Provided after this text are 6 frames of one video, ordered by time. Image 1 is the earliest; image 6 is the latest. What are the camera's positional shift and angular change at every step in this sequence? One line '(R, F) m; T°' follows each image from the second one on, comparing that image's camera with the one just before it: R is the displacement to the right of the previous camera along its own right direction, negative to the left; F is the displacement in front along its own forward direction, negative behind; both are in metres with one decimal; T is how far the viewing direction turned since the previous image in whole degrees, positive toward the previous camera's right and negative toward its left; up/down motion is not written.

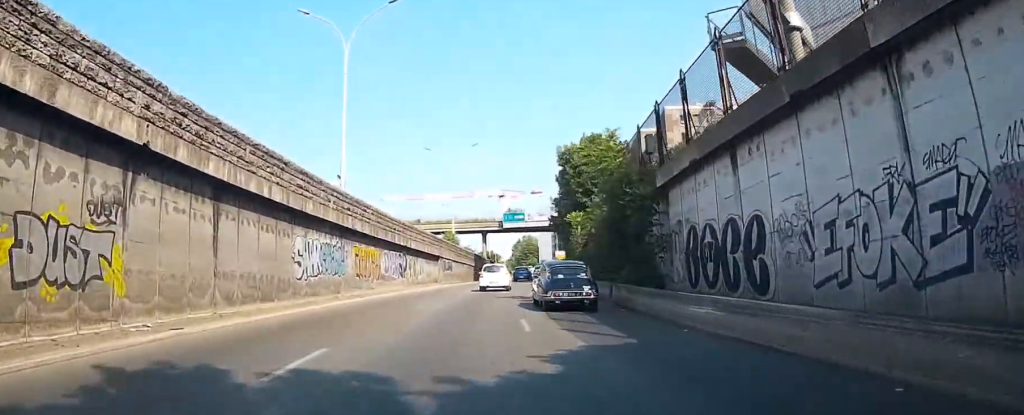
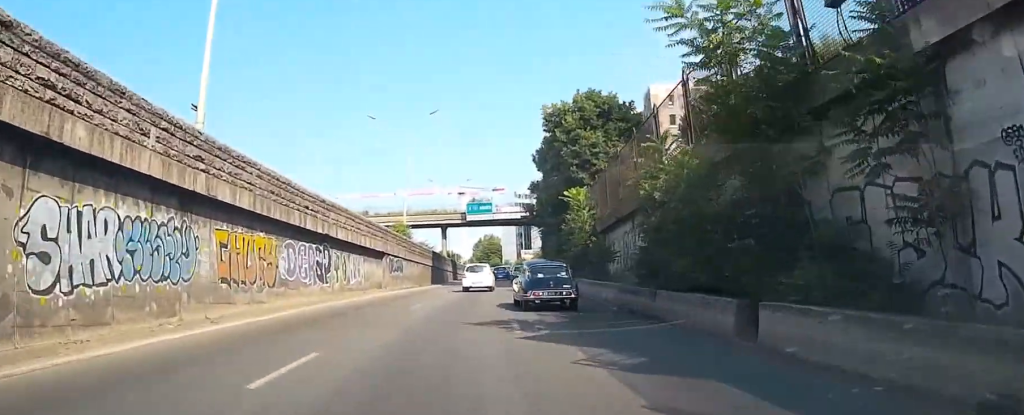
(+1.6, +17.5) m; +11°
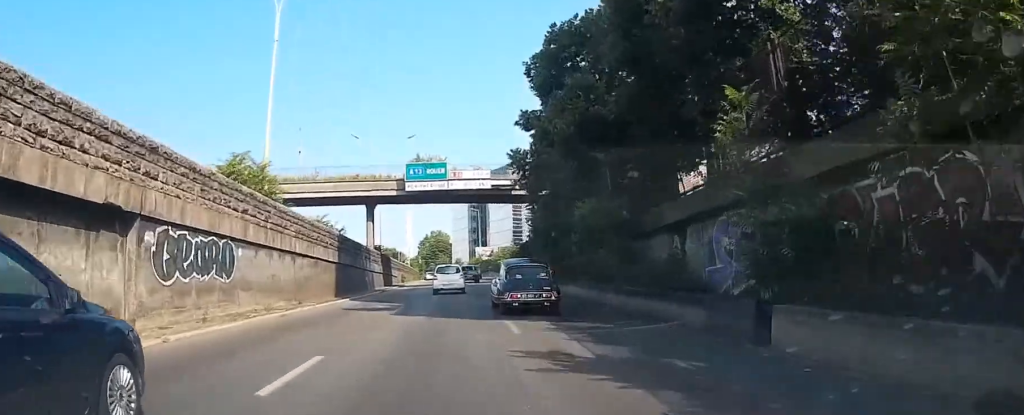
(+6.0, +31.8) m; +18°
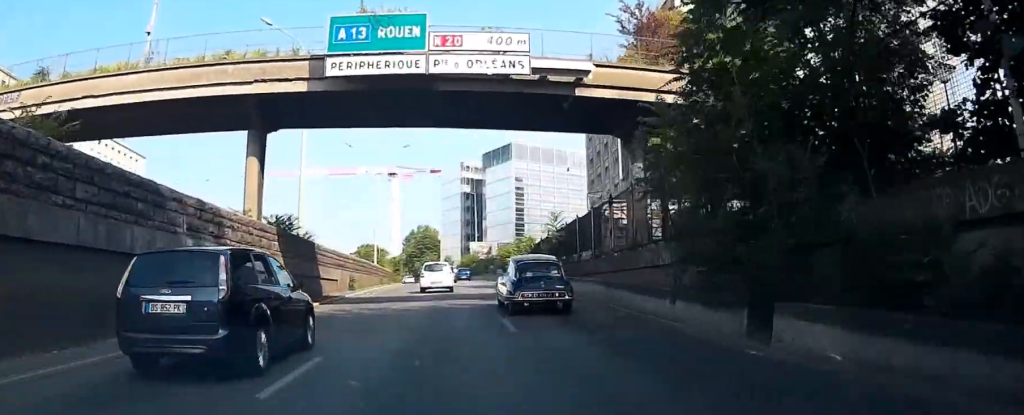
(+3.6, +30.5) m; +10°
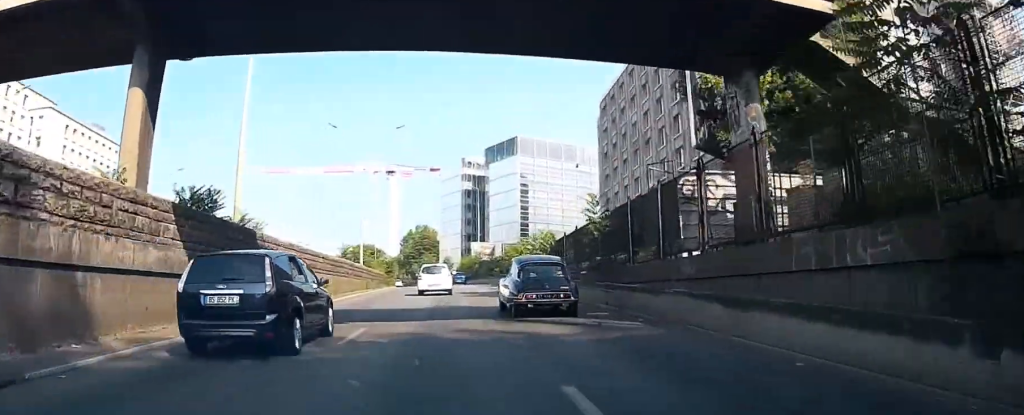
(+0.4, +9.6) m; 0°
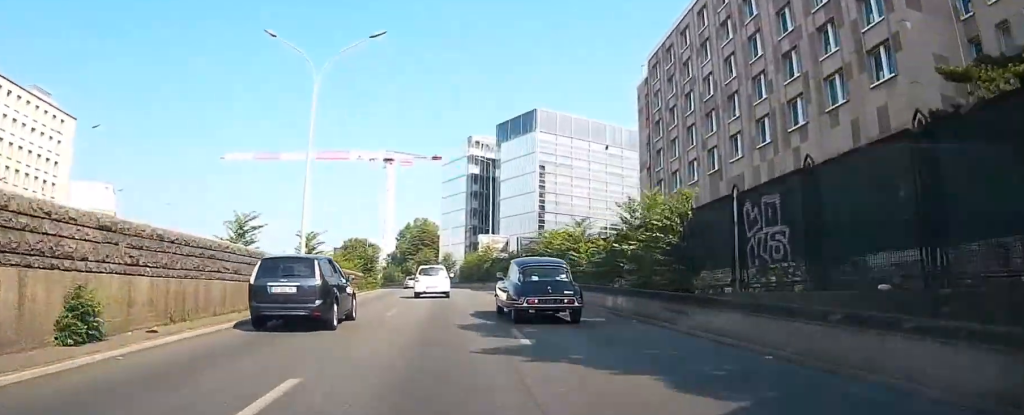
(-0.8, +21.6) m; -3°
